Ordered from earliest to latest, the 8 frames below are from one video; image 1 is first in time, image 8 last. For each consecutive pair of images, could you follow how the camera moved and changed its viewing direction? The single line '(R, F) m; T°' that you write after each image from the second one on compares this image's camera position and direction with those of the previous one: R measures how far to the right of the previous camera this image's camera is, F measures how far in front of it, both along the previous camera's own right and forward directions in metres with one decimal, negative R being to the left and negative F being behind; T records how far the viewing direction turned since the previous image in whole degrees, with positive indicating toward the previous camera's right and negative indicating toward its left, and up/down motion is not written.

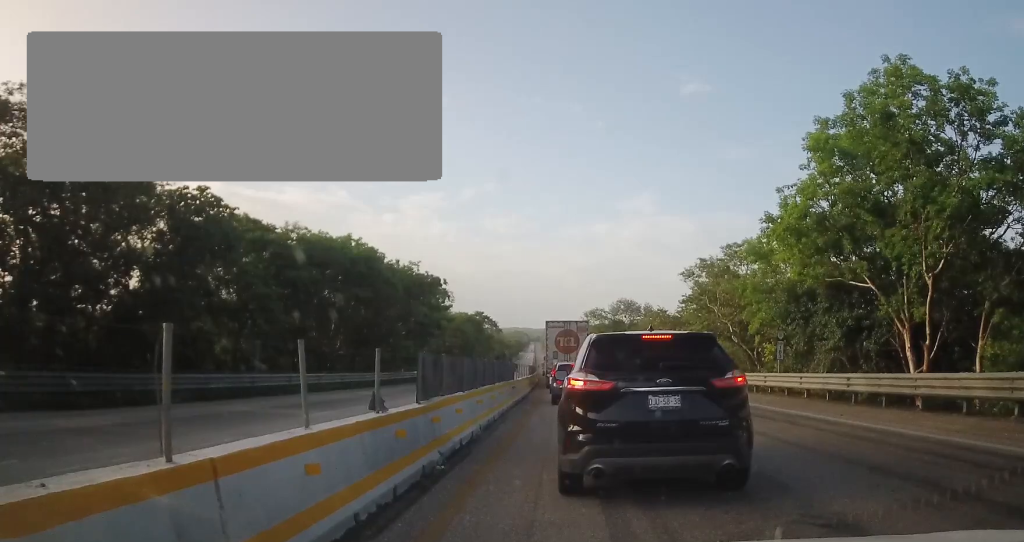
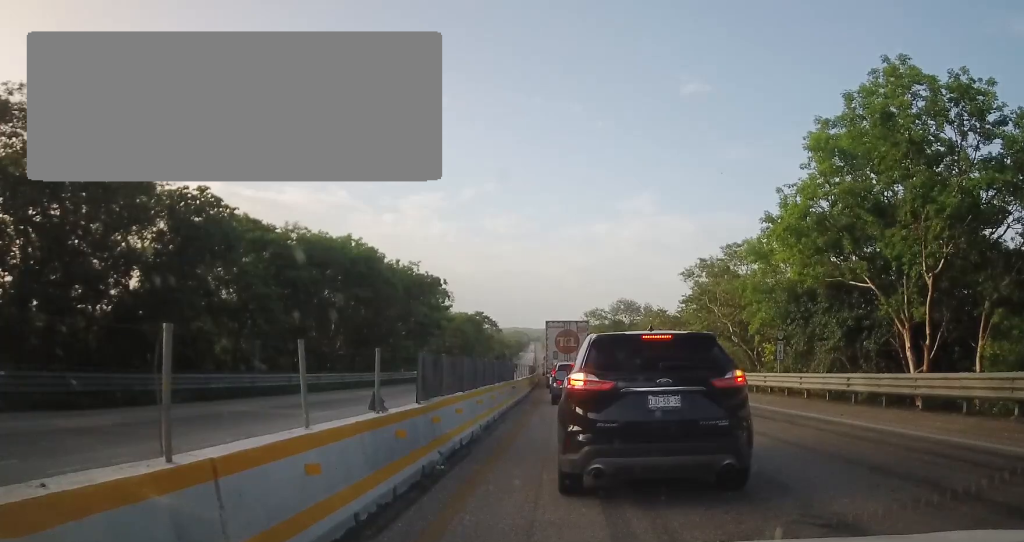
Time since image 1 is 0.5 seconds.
(0.0, 0.0) m; 0°
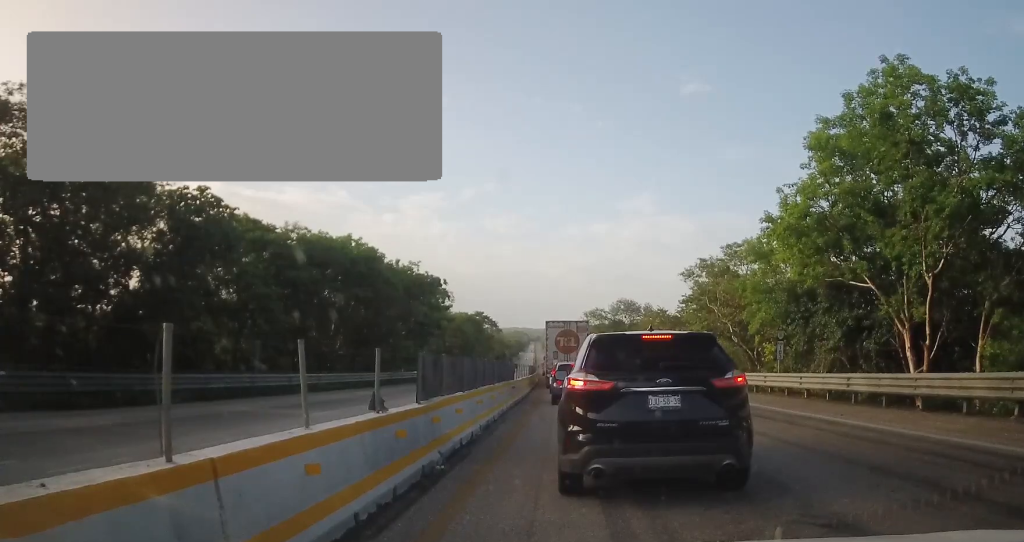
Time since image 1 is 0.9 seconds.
(0.0, 0.0) m; 0°
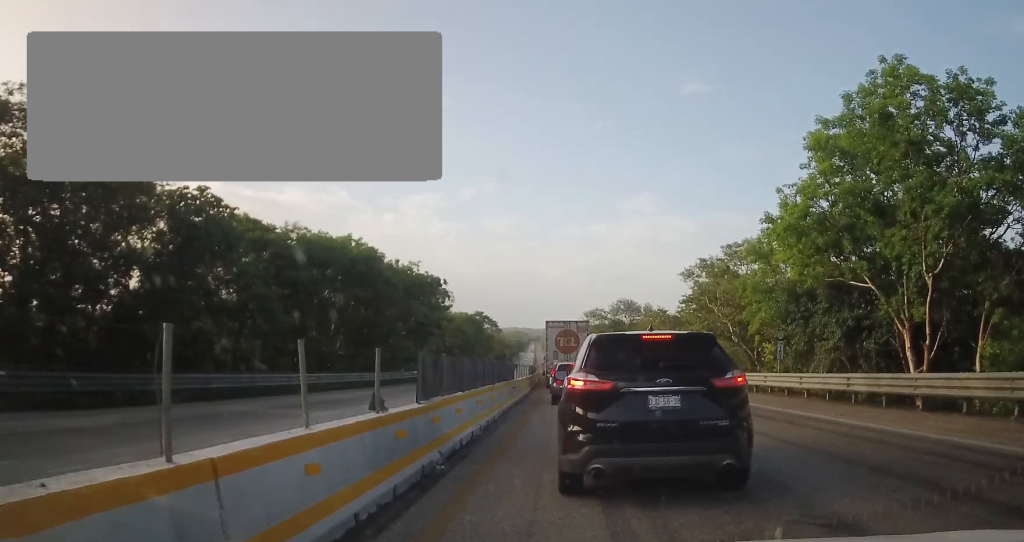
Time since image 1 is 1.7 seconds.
(0.0, 0.0) m; 0°
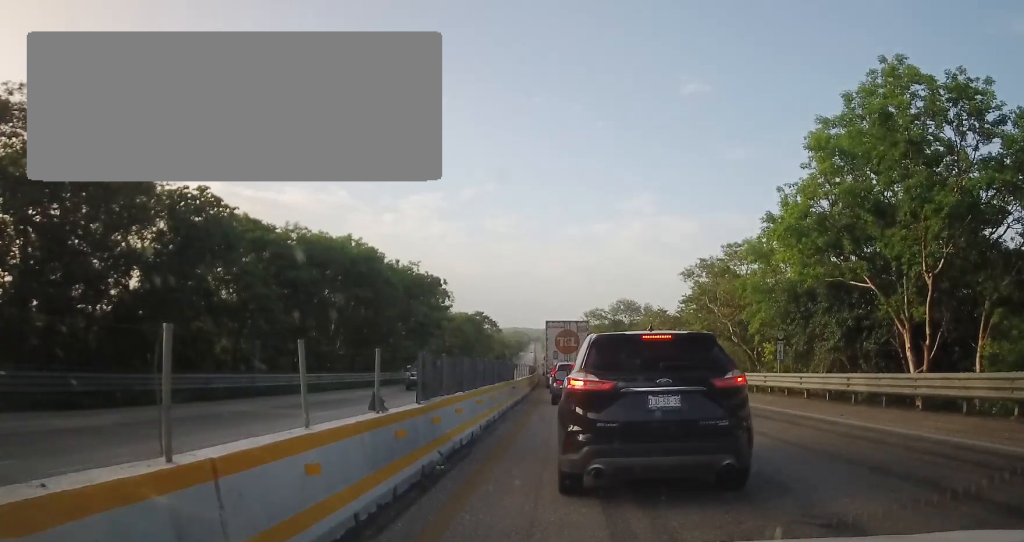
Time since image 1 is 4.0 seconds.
(0.0, 0.0) m; 0°
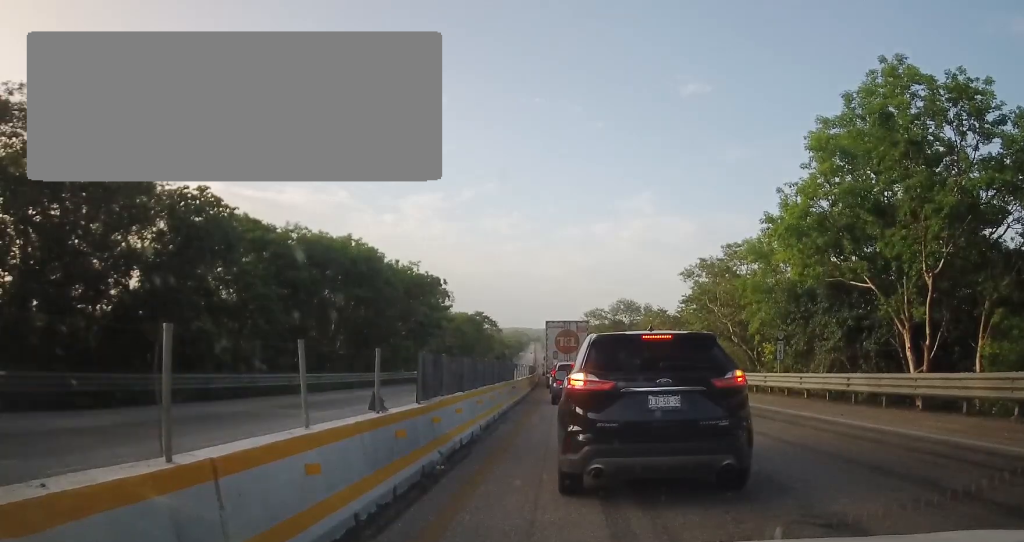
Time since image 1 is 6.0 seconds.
(0.0, 0.0) m; 0°
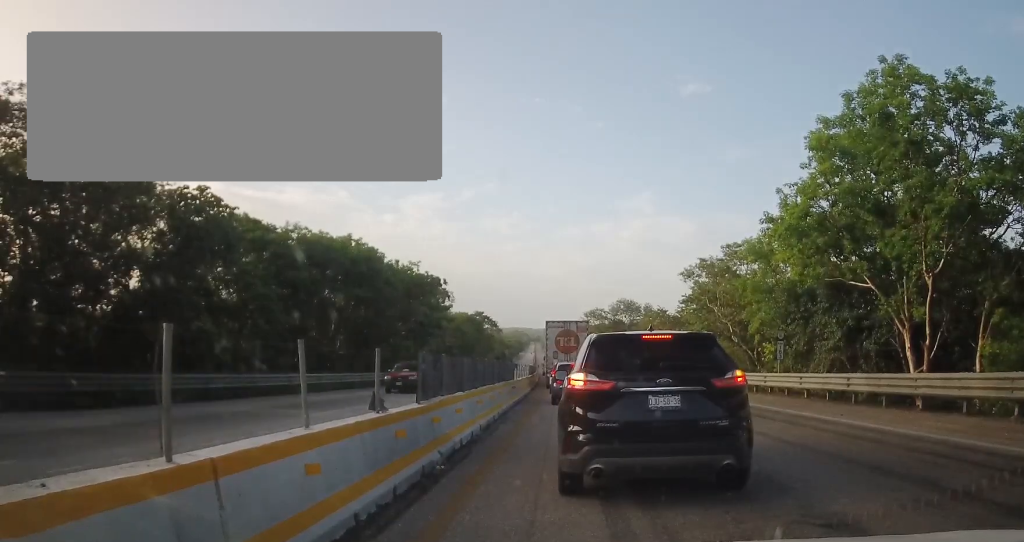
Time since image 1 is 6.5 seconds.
(0.0, 0.0) m; 0°
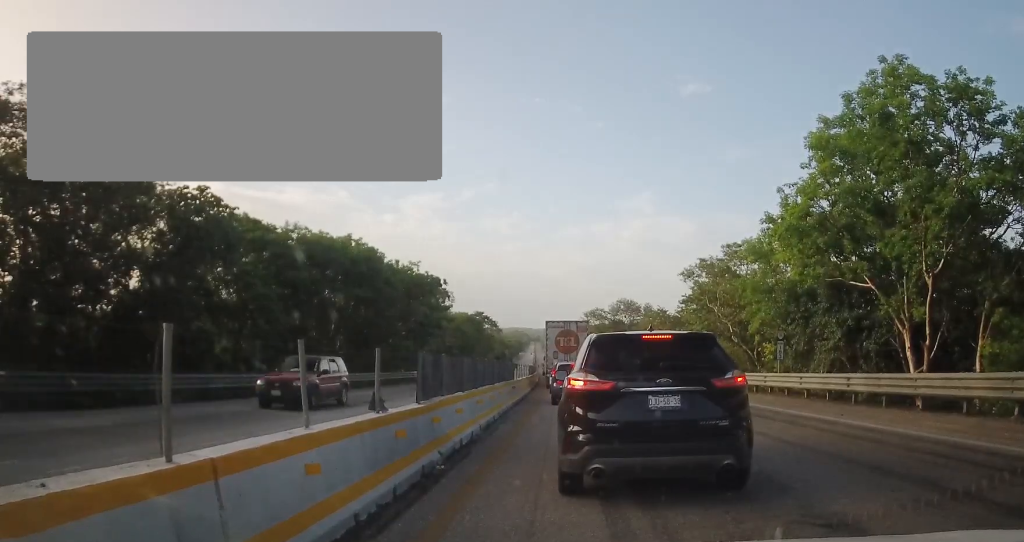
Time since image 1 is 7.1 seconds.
(0.0, 0.0) m; 0°
